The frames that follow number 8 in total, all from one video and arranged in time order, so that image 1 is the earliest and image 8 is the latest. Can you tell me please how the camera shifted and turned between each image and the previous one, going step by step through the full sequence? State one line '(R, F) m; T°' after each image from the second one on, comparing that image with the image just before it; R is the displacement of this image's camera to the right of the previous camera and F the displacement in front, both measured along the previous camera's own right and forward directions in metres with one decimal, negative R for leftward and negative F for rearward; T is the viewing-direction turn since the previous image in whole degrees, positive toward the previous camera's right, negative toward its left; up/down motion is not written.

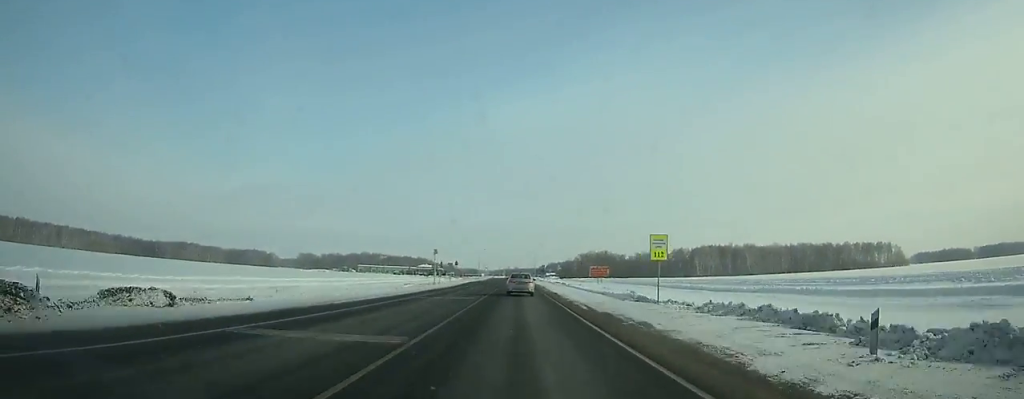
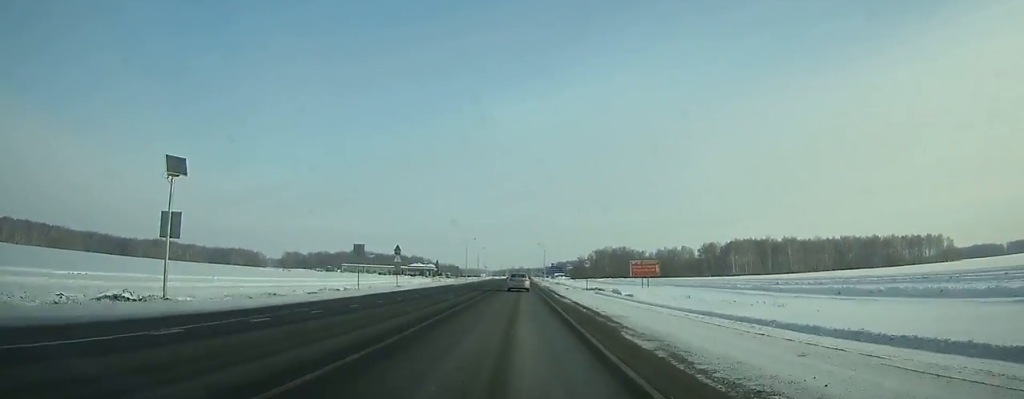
(+0.3, +61.7) m; 0°
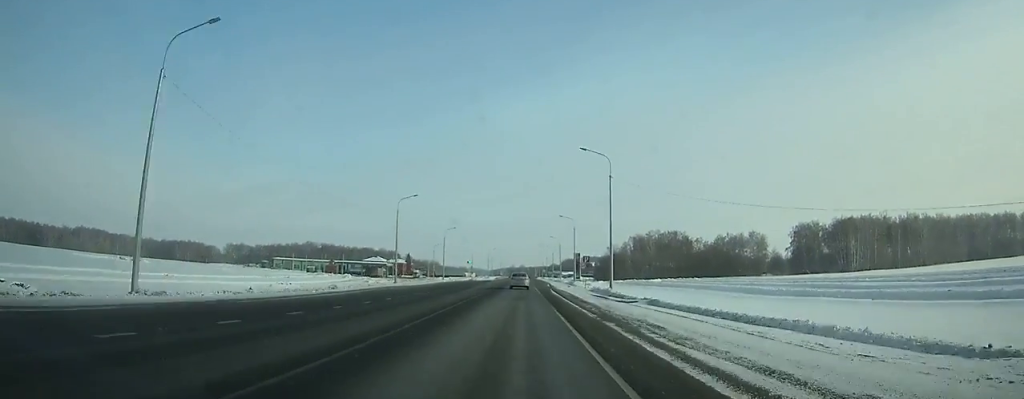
(+0.4, +133.7) m; +1°
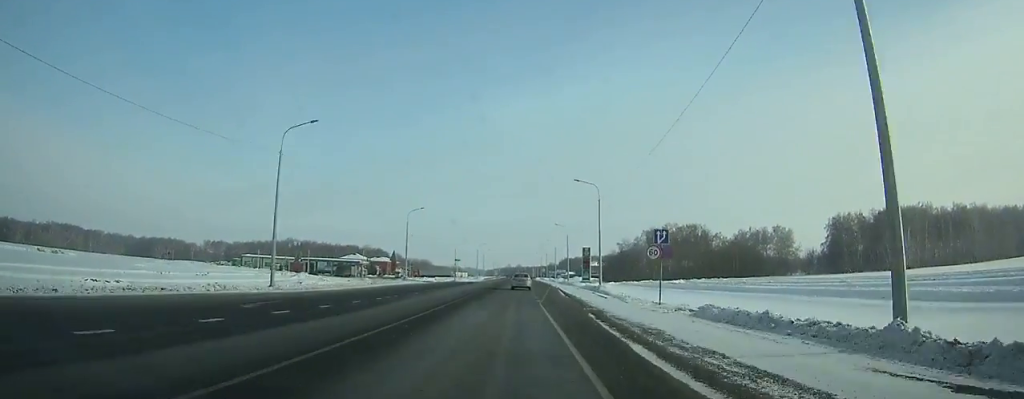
(+0.2, +38.0) m; 0°
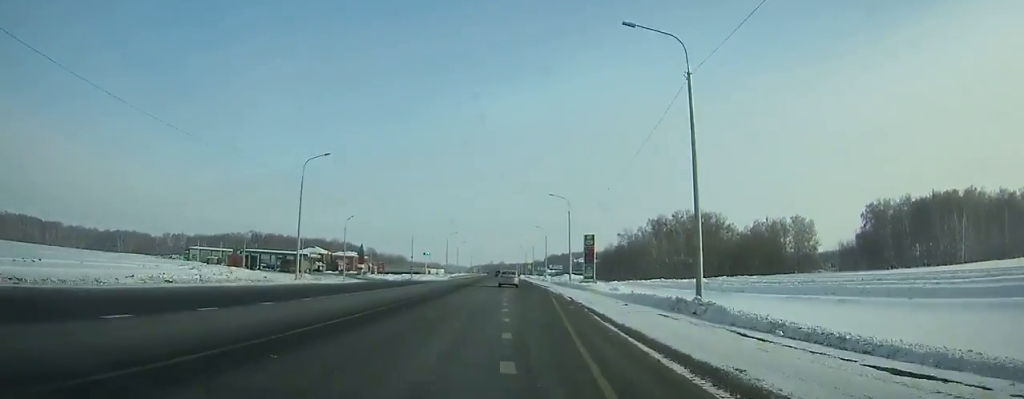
(+0.4, +41.1) m; 0°
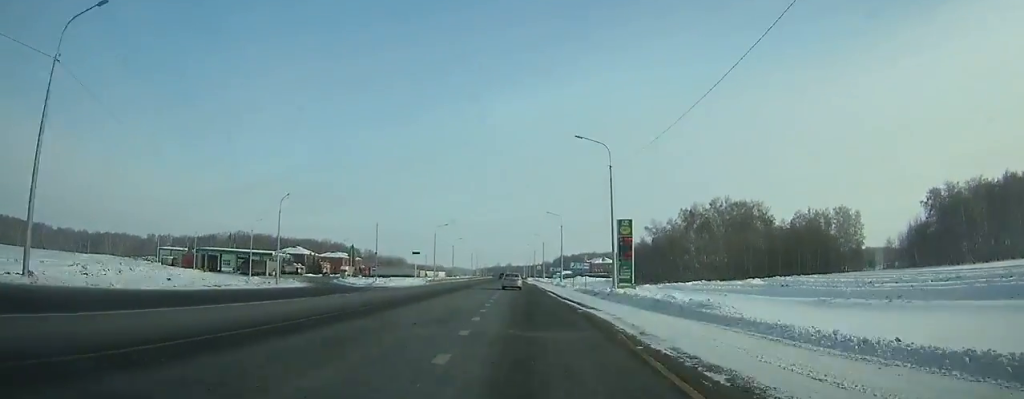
(-0.1, +33.7) m; 0°
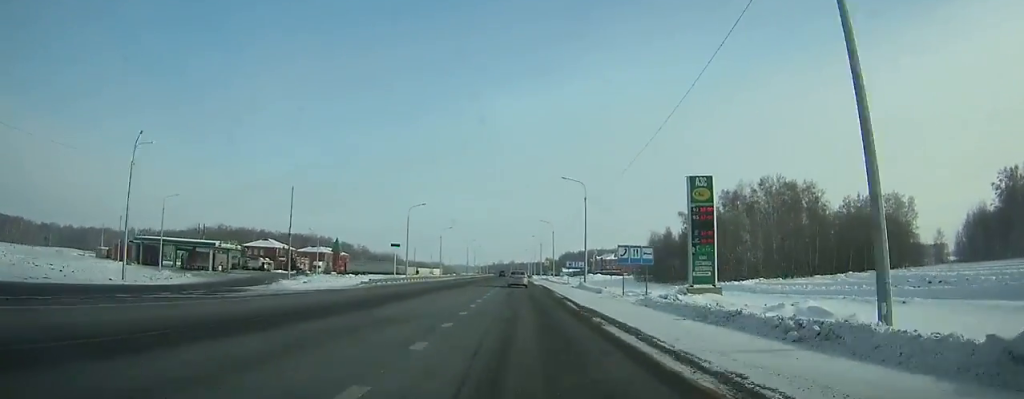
(0.0, +33.3) m; 0°
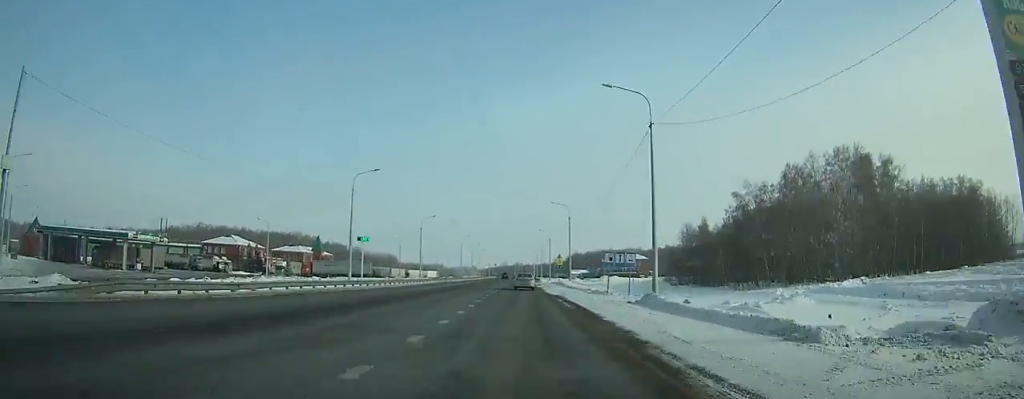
(-0.2, +31.2) m; 0°
